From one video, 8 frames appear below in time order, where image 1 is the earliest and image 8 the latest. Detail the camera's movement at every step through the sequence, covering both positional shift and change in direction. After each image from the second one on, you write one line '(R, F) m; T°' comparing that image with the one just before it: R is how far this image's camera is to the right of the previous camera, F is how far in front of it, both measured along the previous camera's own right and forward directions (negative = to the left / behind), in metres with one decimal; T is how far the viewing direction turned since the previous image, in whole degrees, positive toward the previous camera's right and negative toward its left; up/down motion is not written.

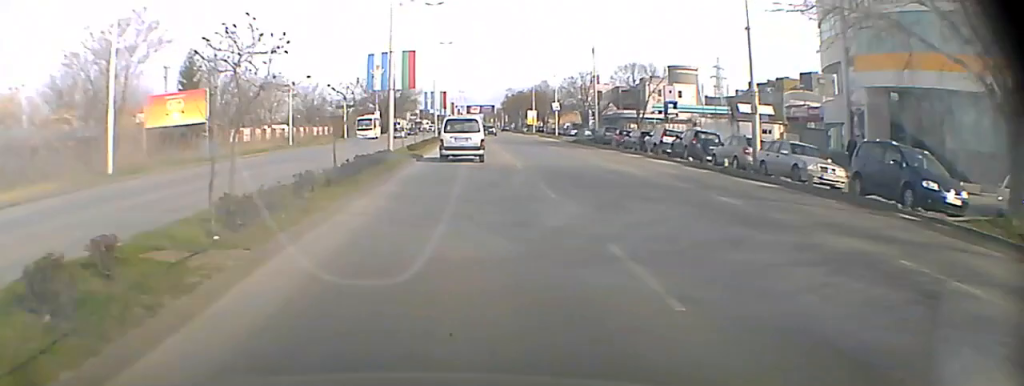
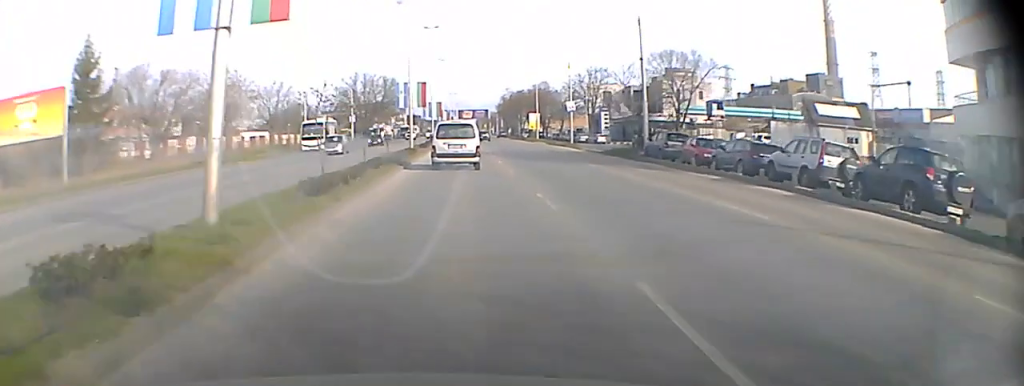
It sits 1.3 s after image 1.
(+0.1, +20.0) m; 0°
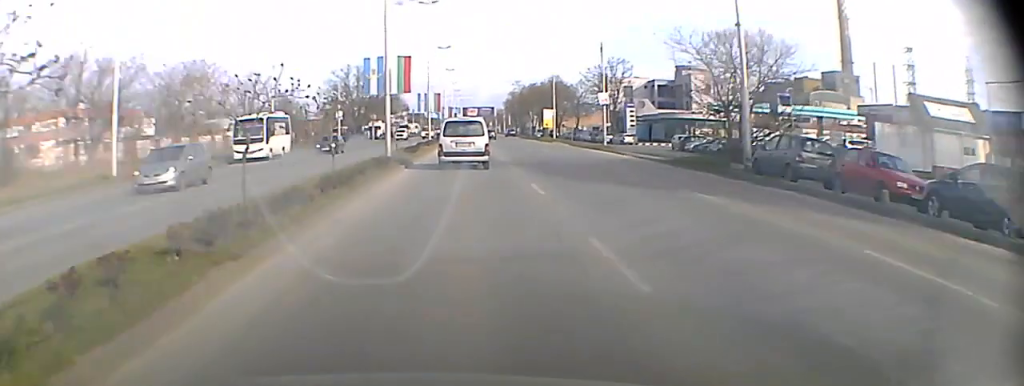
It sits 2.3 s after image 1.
(0.0, +15.3) m; 0°
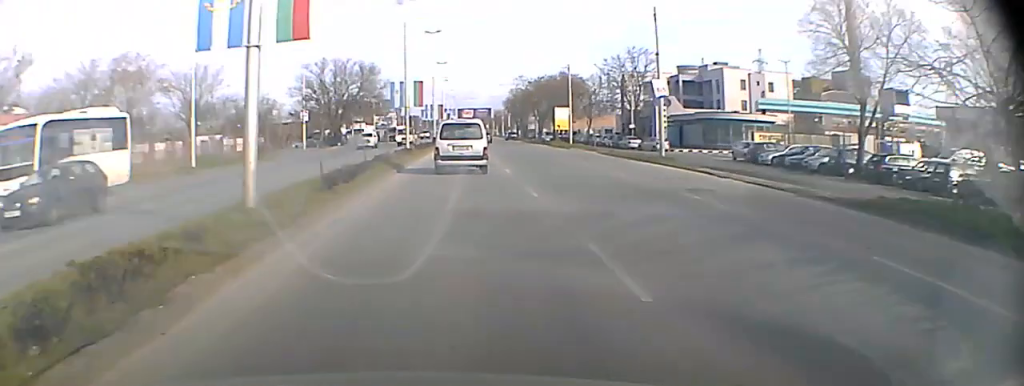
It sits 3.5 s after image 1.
(+0.1, +18.4) m; 0°
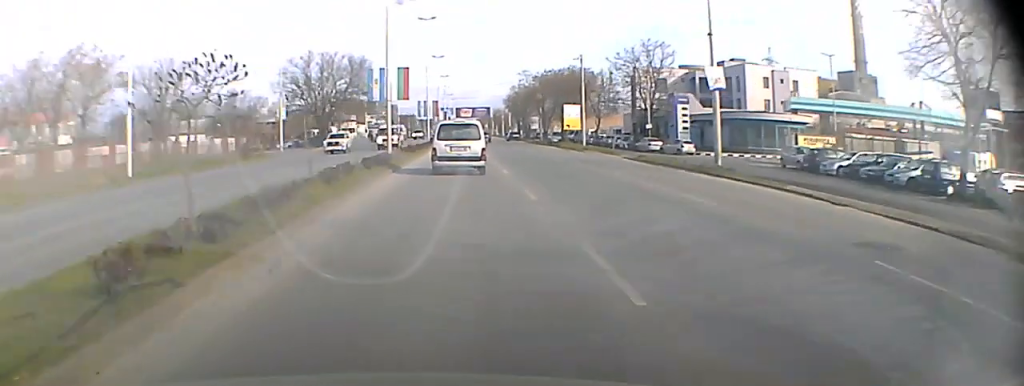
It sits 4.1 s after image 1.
(0.0, +9.2) m; 0°
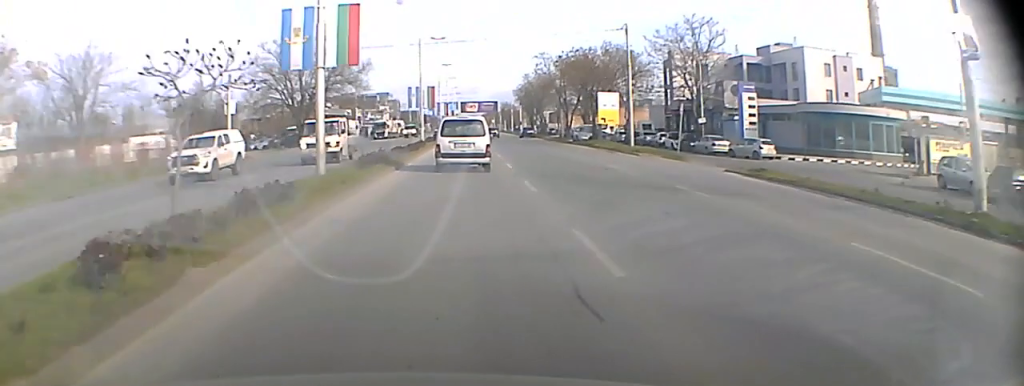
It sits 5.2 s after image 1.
(0.0, +16.9) m; 0°
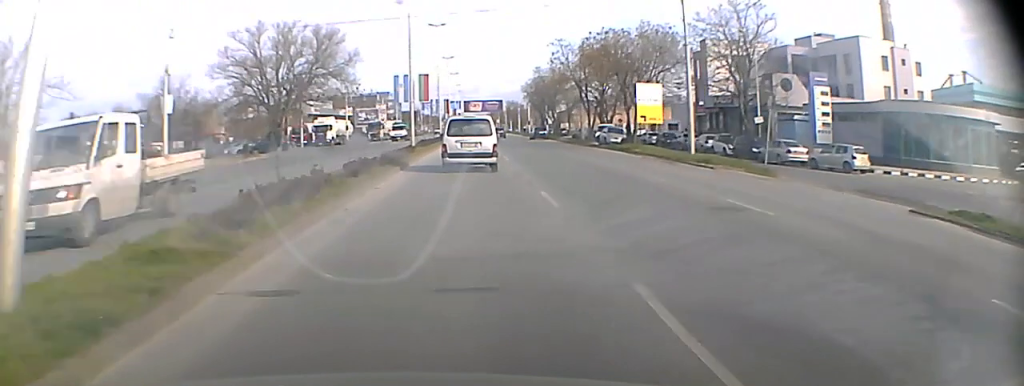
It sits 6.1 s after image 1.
(0.0, +13.8) m; 0°
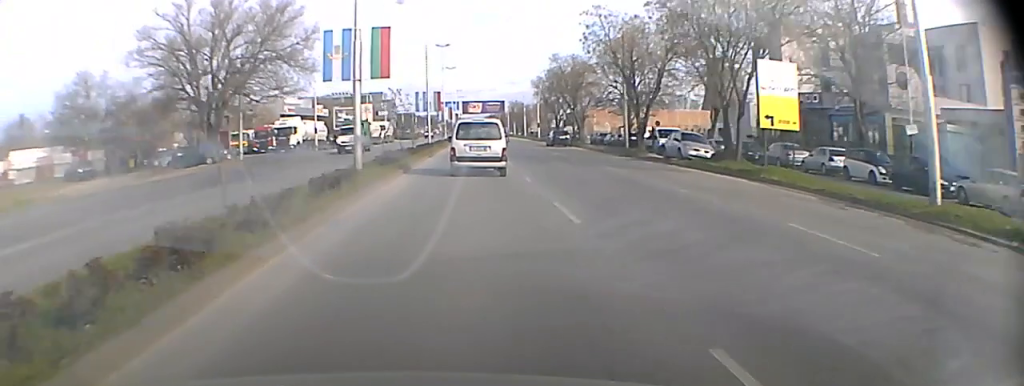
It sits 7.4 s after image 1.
(+0.1, +20.0) m; 0°
